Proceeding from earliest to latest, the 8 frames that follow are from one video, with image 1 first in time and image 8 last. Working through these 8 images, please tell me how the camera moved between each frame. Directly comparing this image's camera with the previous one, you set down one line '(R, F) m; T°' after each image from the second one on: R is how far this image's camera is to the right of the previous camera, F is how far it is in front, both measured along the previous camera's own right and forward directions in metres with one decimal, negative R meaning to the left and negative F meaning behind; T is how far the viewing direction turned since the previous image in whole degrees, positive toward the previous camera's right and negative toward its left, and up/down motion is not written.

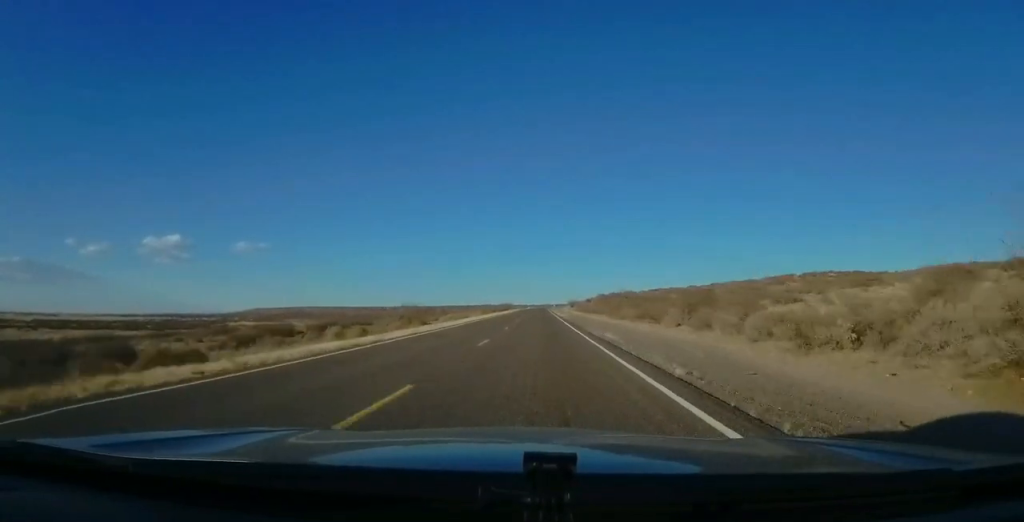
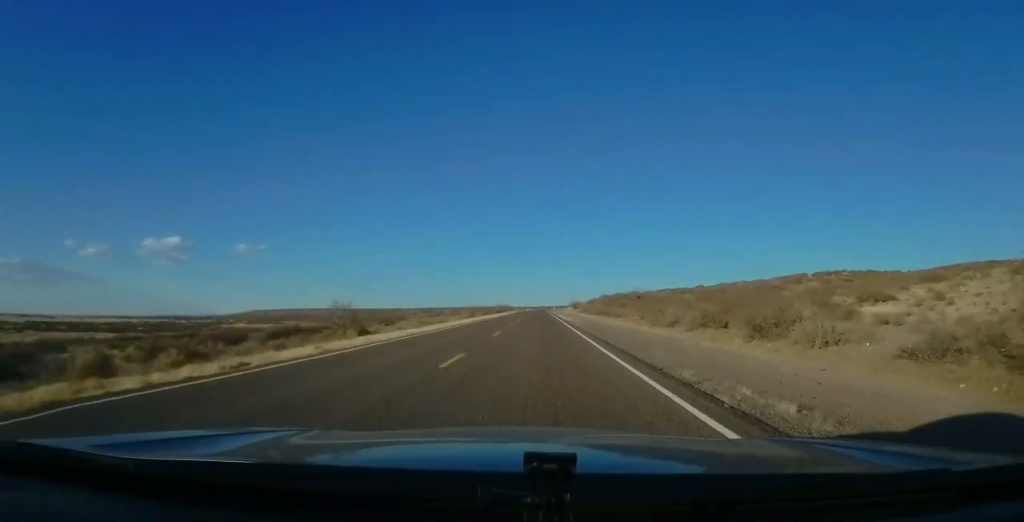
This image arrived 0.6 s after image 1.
(-0.1, +18.6) m; 0°
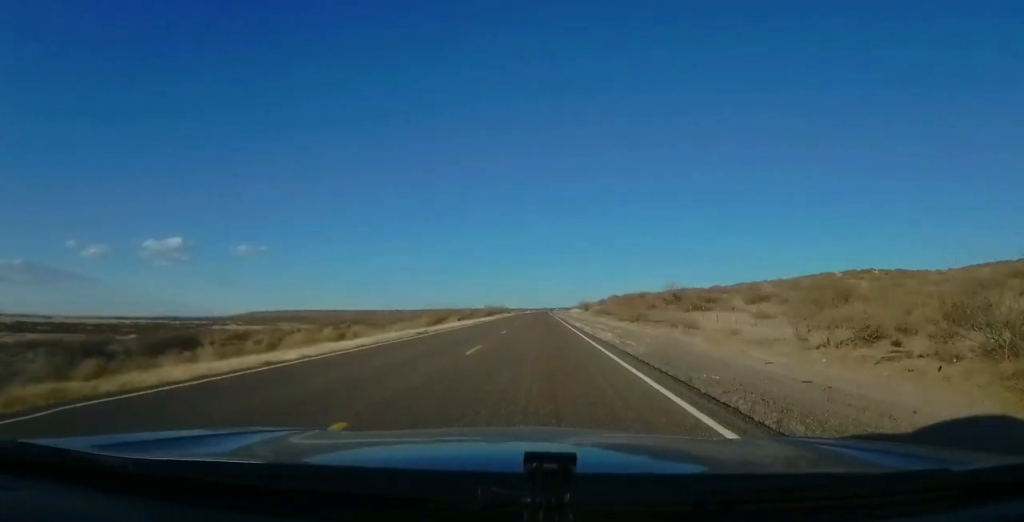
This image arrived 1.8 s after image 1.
(+0.3, +33.2) m; +1°
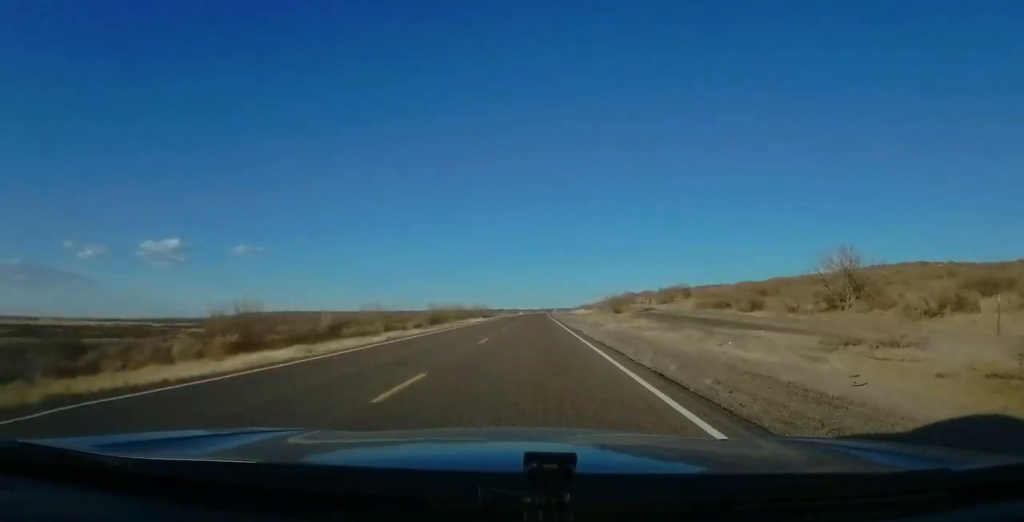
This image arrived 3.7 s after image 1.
(+0.2, +56.7) m; -1°
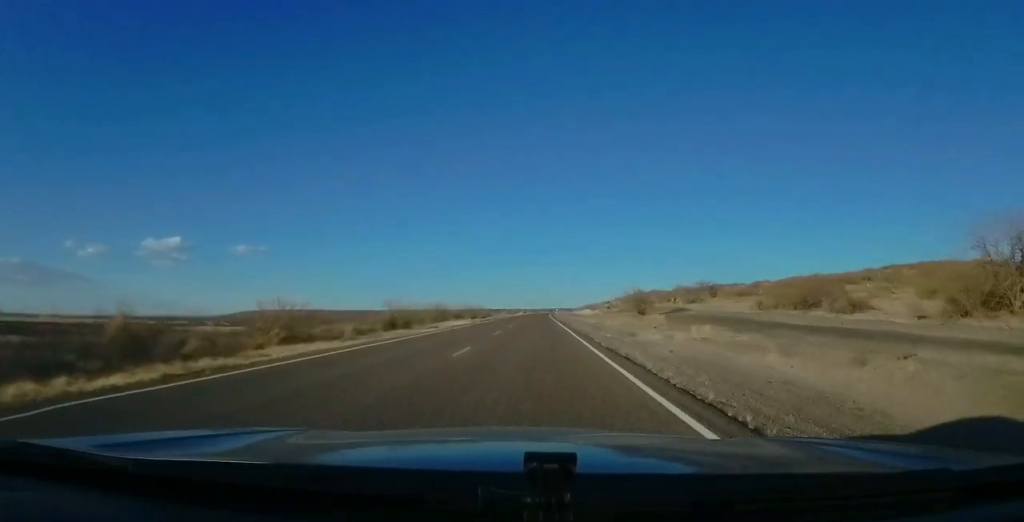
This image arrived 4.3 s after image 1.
(-0.3, +17.6) m; 0°
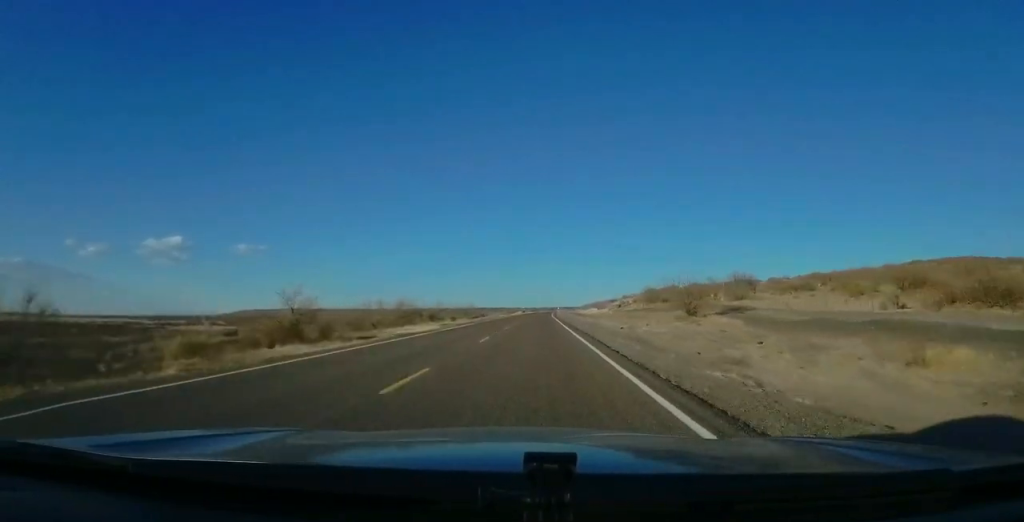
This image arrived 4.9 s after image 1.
(+0.2, +18.5) m; 0°
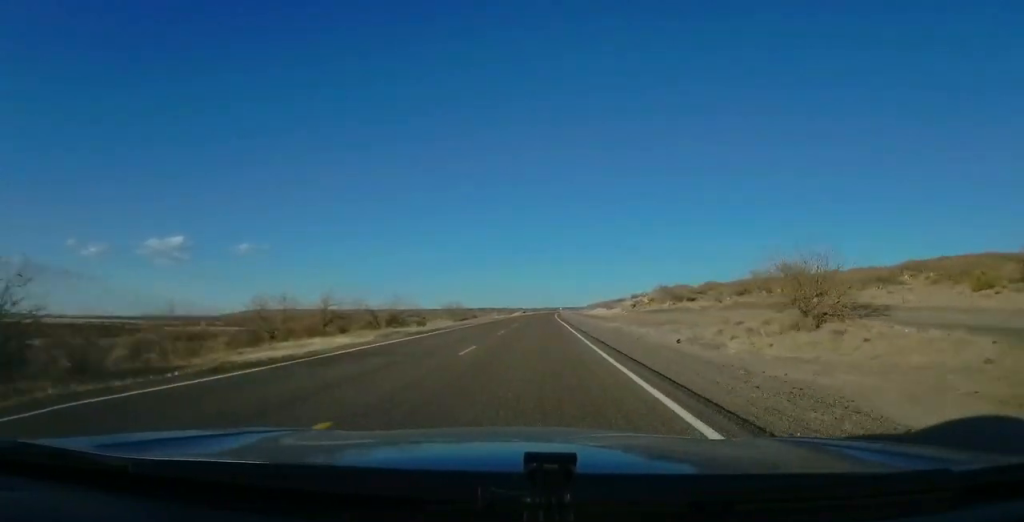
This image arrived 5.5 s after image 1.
(+0.1, +17.5) m; 0°
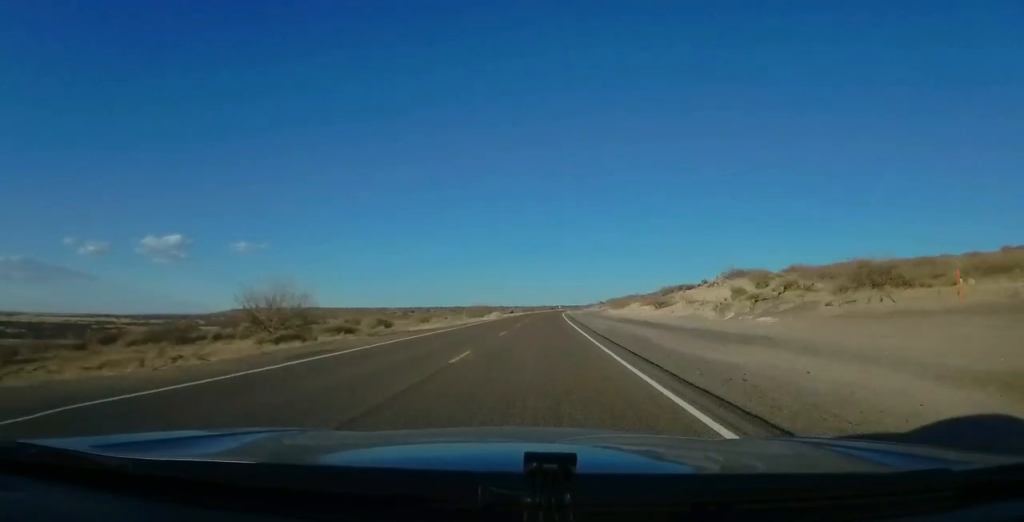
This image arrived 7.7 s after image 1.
(-0.5, +63.4) m; -1°
